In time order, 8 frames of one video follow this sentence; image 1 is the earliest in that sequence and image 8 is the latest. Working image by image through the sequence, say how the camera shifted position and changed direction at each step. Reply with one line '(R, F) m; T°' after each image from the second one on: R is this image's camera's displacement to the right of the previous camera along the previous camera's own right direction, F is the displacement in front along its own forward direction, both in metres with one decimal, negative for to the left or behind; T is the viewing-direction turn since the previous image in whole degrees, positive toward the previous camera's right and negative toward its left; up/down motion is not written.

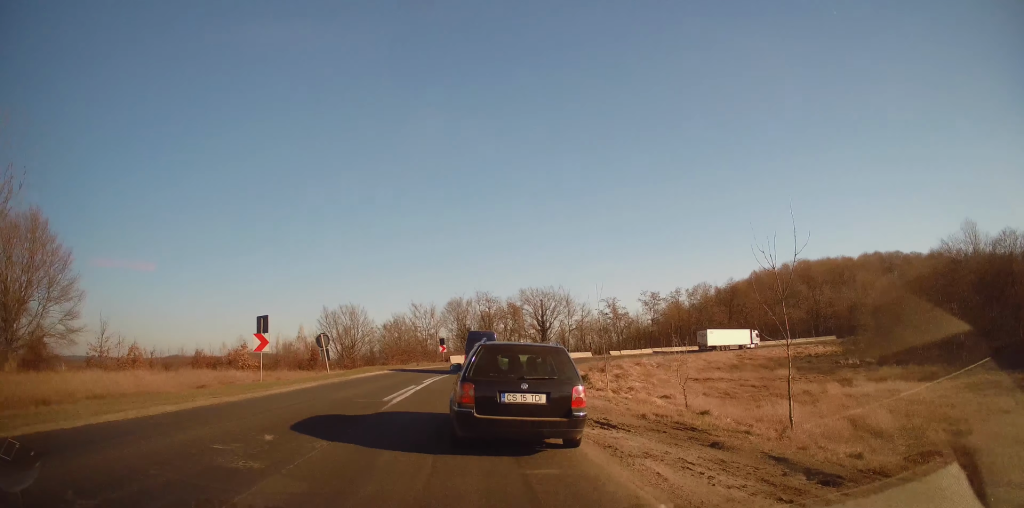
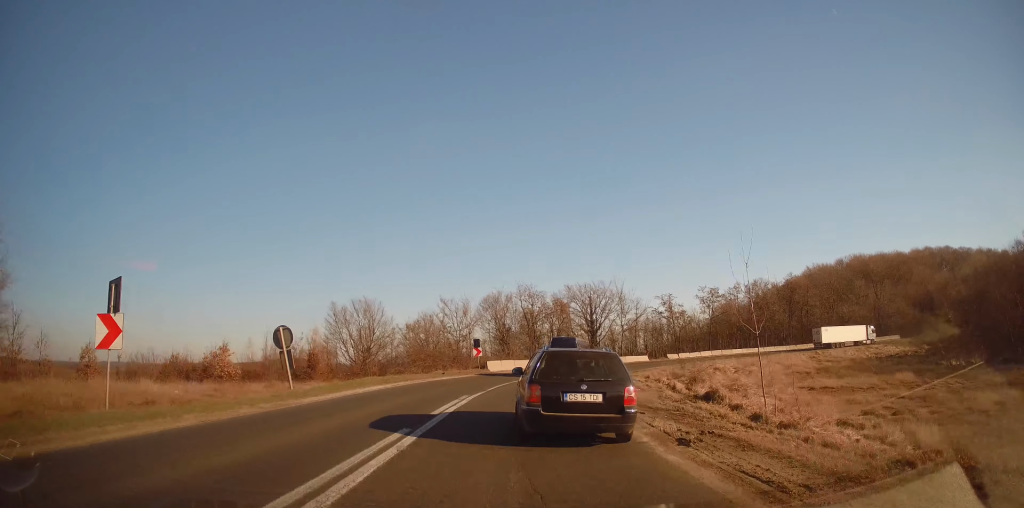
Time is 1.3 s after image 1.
(-0.2, +11.7) m; -1°
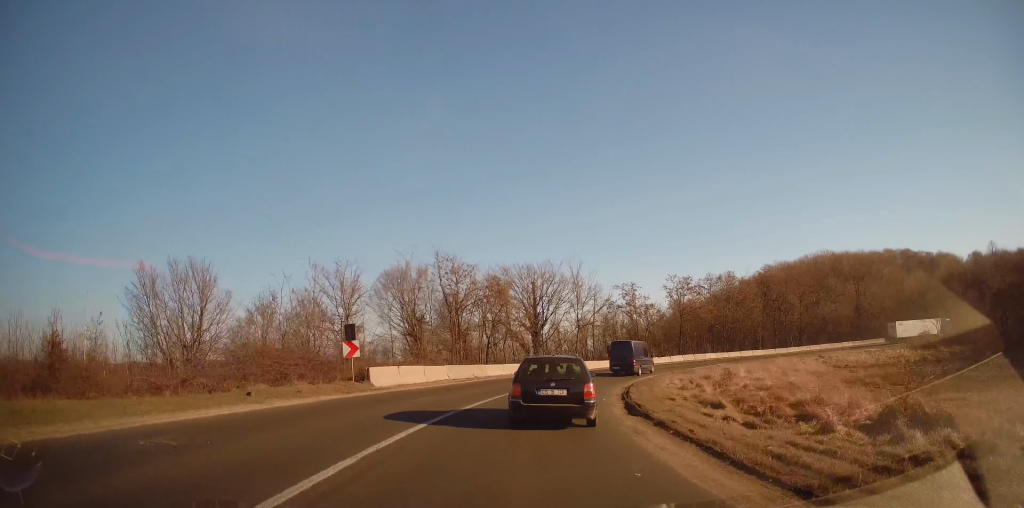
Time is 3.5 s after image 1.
(+0.8, +19.8) m; +7°
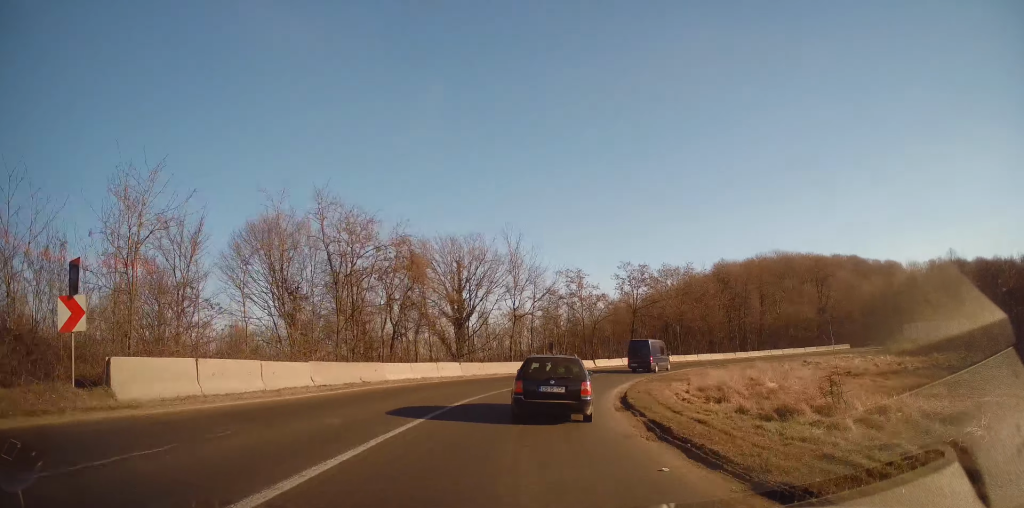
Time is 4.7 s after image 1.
(+0.4, +11.8) m; +6°
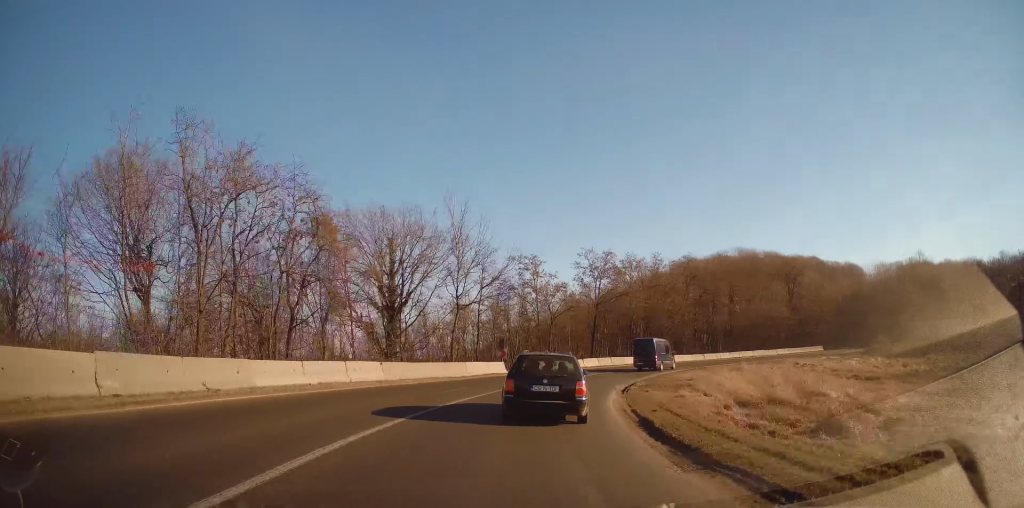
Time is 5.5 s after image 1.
(+0.4, +8.2) m; +5°
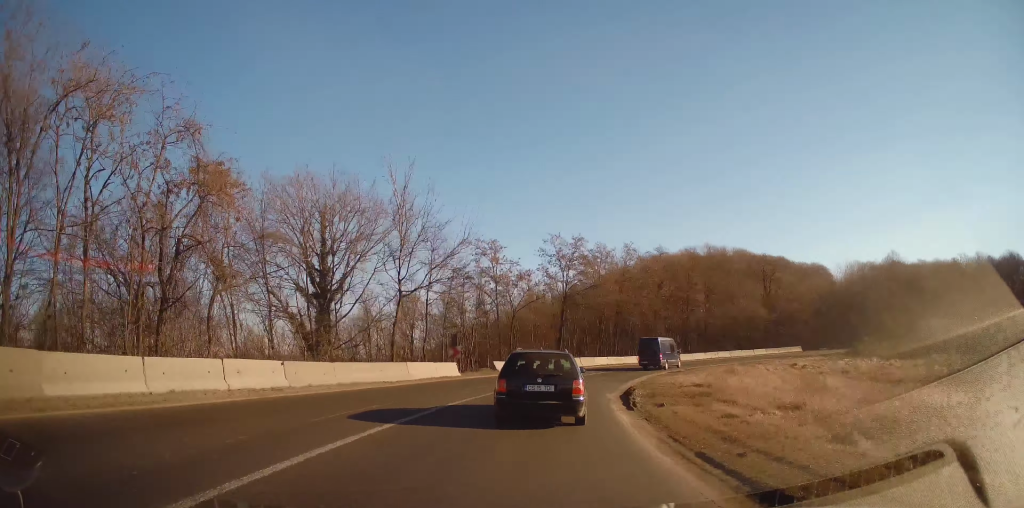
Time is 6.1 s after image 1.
(+0.3, +6.3) m; +5°
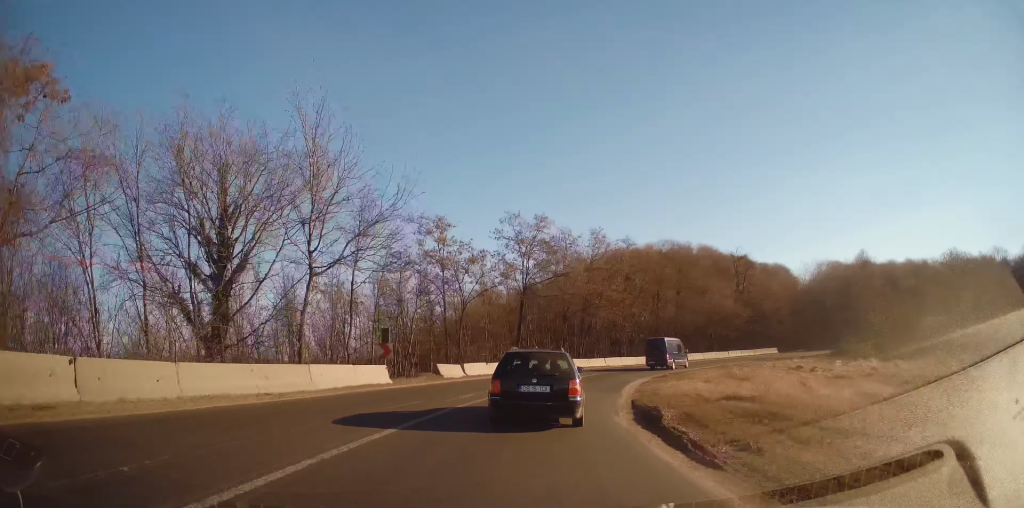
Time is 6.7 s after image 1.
(0.0, +7.2) m; +6°
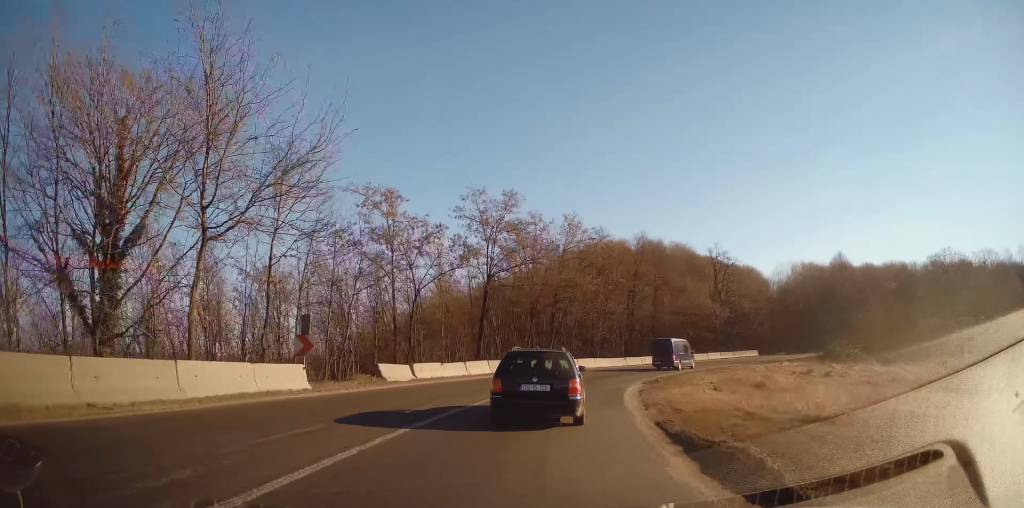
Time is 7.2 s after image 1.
(+0.6, +5.9) m; +4°
